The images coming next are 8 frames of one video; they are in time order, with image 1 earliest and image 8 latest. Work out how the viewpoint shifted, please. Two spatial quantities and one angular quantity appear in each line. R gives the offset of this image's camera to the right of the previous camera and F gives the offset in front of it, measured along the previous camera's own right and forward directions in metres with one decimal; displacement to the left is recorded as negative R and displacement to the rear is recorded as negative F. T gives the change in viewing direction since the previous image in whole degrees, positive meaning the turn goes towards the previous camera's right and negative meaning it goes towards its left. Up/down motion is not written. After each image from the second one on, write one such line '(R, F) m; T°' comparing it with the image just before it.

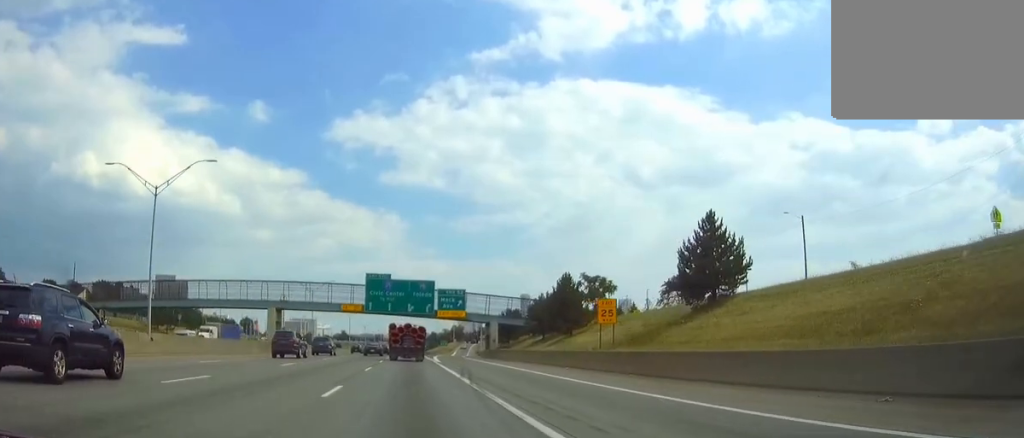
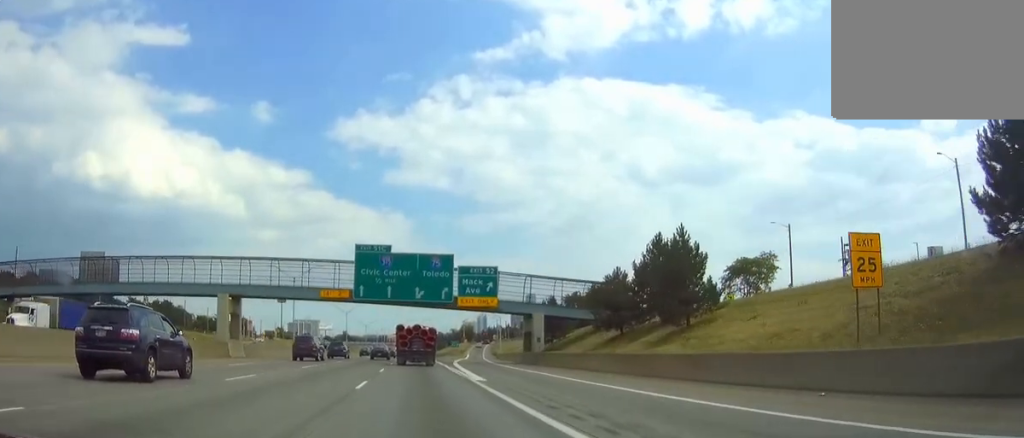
(-0.1, +26.2) m; 0°
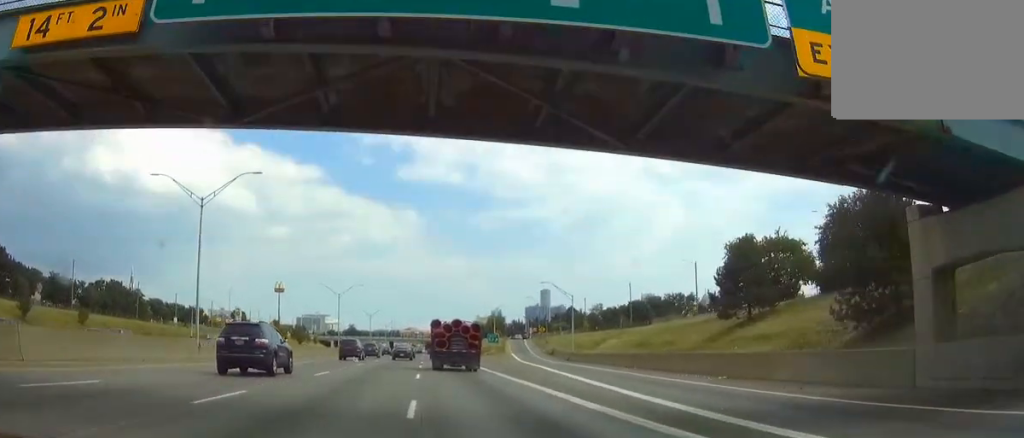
(-0.3, +53.4) m; -1°
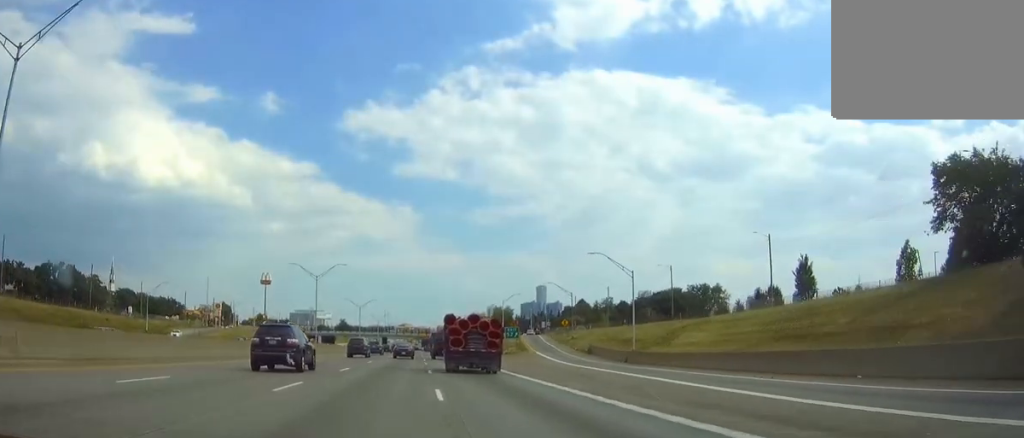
(-0.1, +26.9) m; 0°
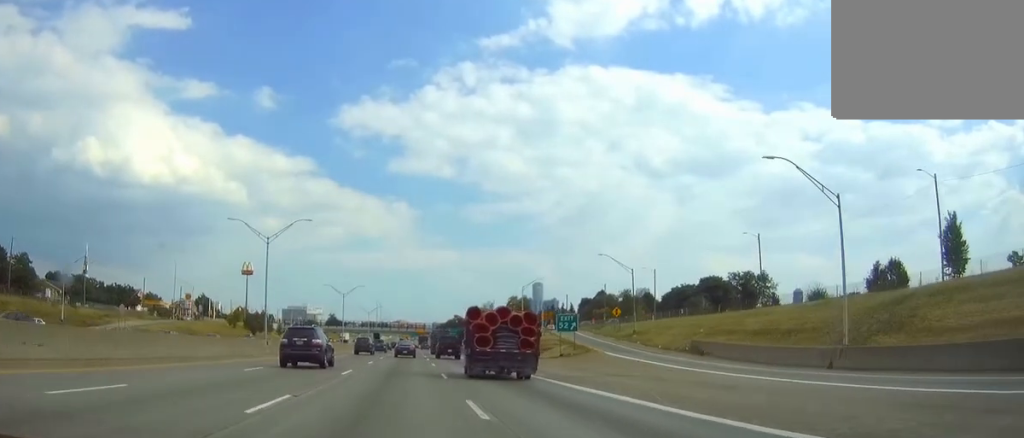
(0.0, +34.8) m; 0°
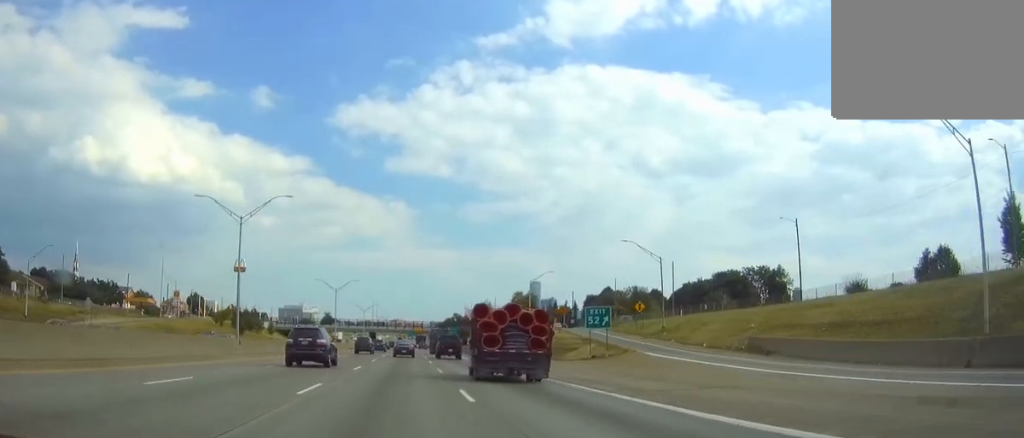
(0.0, +11.5) m; 0°
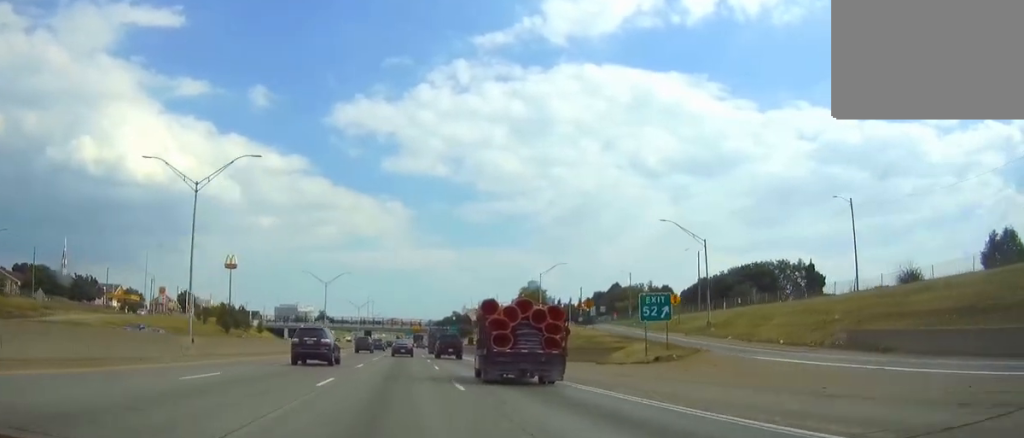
(0.0, +12.5) m; 0°
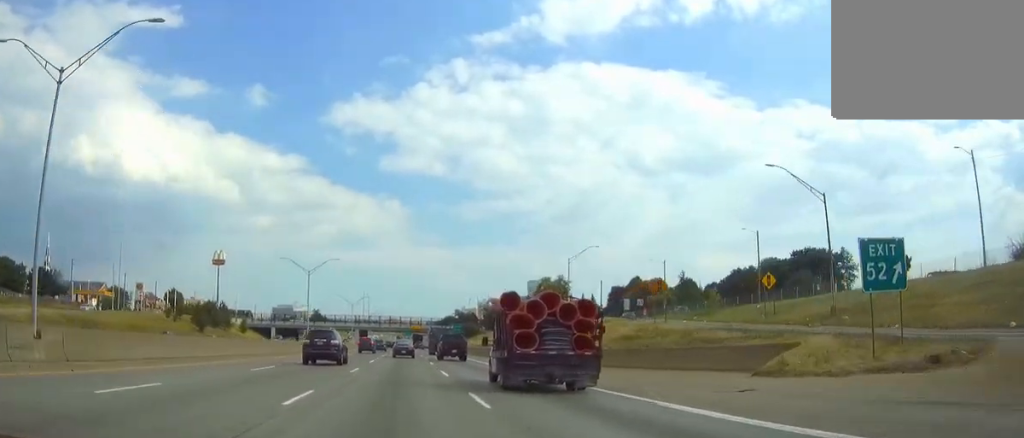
(0.0, +20.7) m; 0°
